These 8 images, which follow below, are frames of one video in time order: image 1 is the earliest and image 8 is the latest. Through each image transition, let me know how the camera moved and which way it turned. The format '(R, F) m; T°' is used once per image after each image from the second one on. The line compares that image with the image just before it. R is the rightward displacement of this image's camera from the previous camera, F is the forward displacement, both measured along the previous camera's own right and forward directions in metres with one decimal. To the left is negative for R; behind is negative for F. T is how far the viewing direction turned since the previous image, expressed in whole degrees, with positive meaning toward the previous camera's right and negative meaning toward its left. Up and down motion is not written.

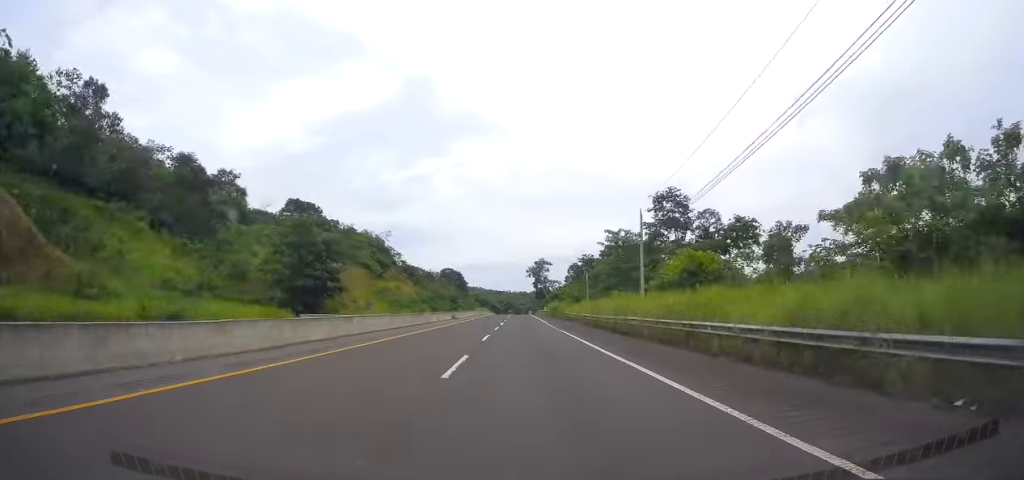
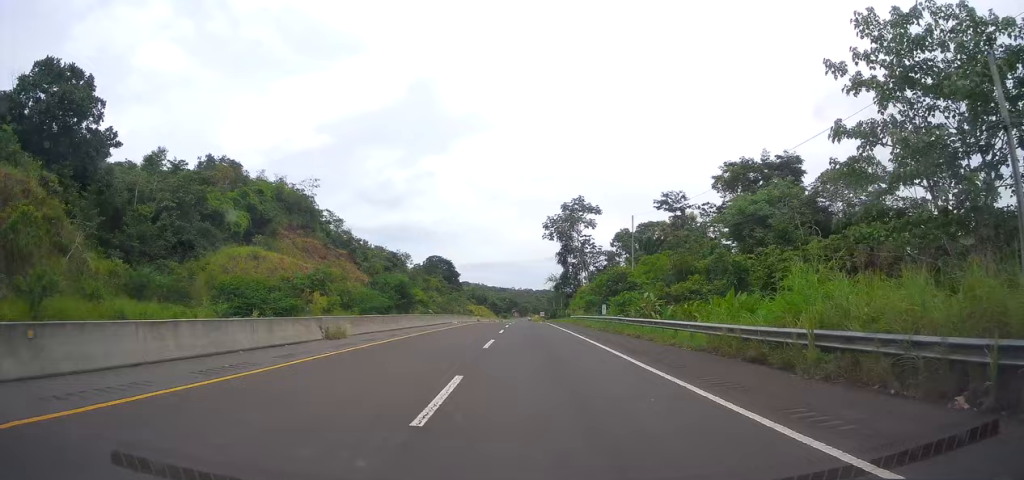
(0.0, +88.3) m; 0°
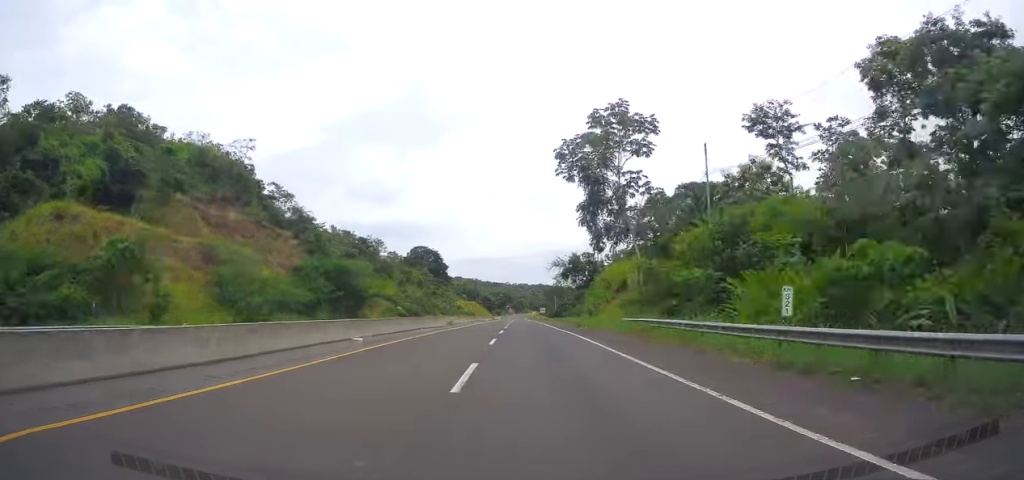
(0.0, +33.2) m; 0°
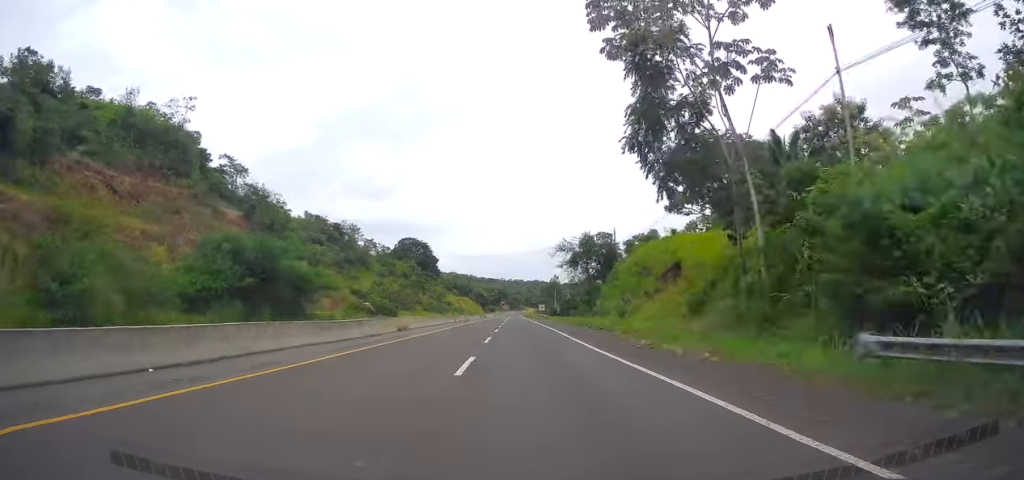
(0.0, +21.5) m; 0°
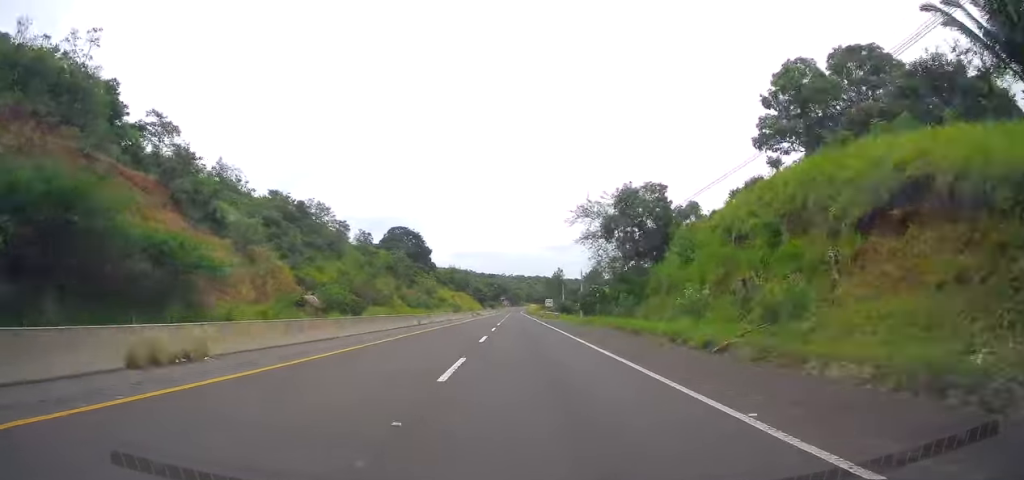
(0.0, +24.8) m; 0°
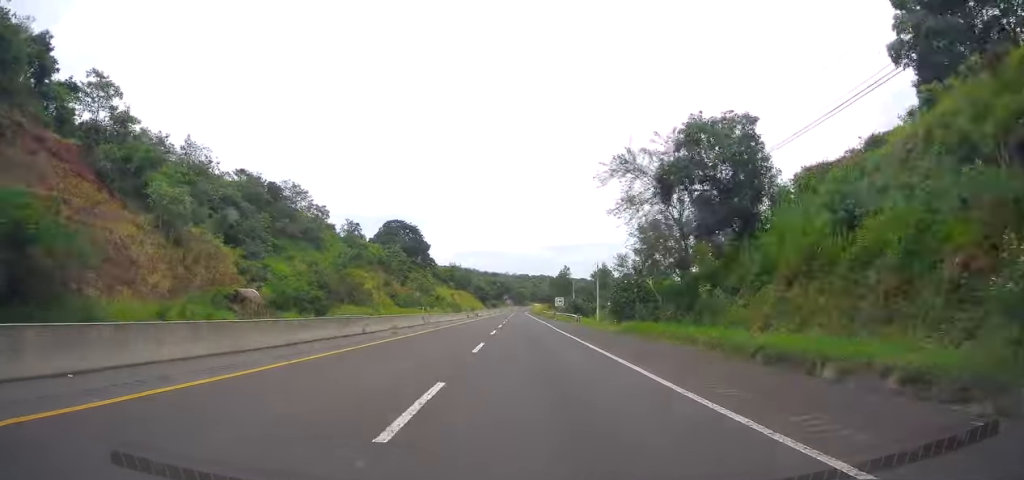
(0.0, +16.6) m; 0°
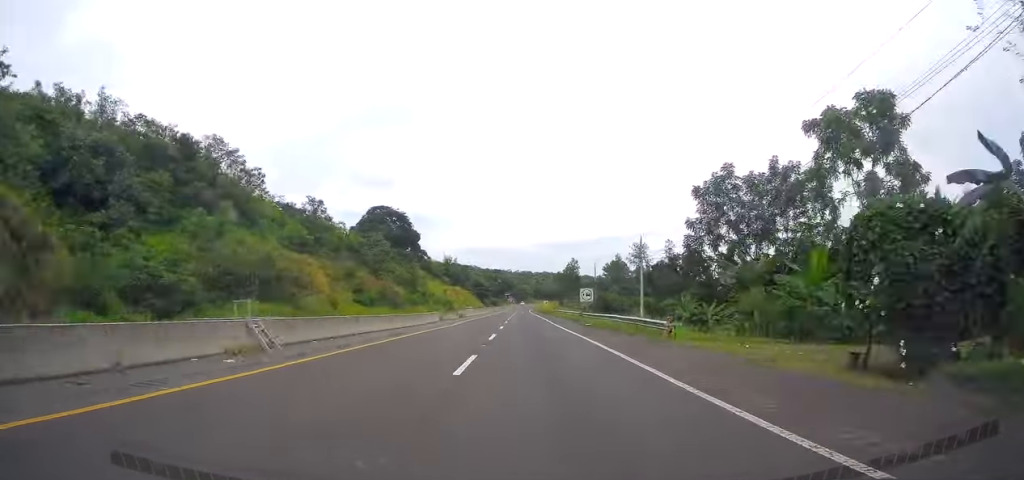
(-0.1, +30.0) m; 0°
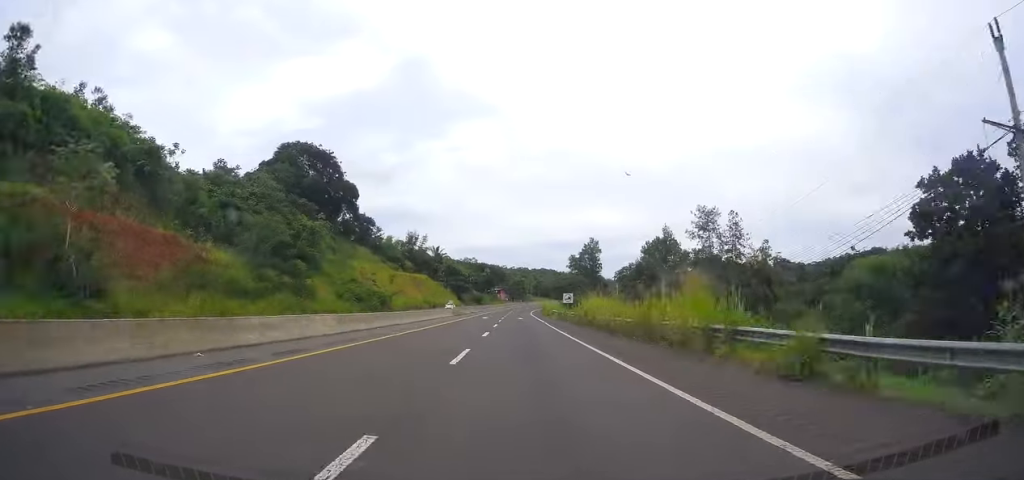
(-0.2, +81.9) m; 0°
